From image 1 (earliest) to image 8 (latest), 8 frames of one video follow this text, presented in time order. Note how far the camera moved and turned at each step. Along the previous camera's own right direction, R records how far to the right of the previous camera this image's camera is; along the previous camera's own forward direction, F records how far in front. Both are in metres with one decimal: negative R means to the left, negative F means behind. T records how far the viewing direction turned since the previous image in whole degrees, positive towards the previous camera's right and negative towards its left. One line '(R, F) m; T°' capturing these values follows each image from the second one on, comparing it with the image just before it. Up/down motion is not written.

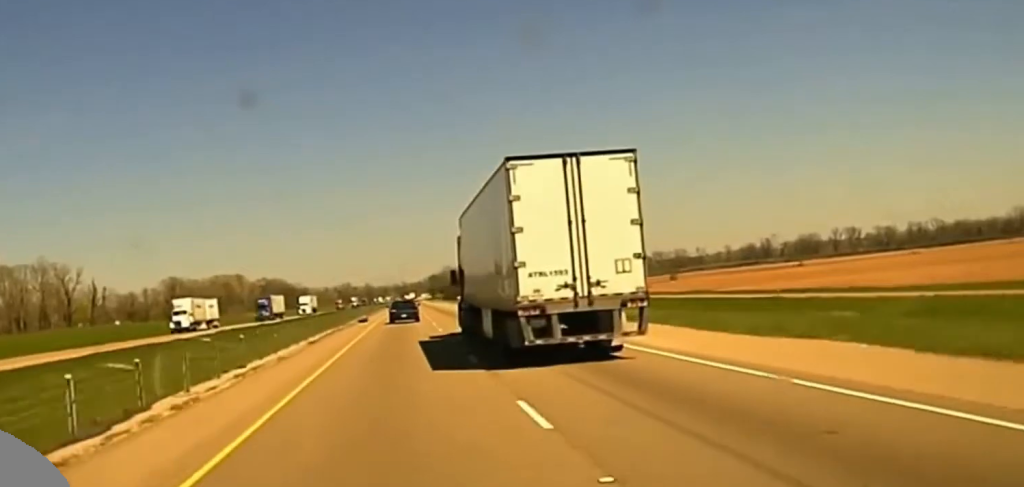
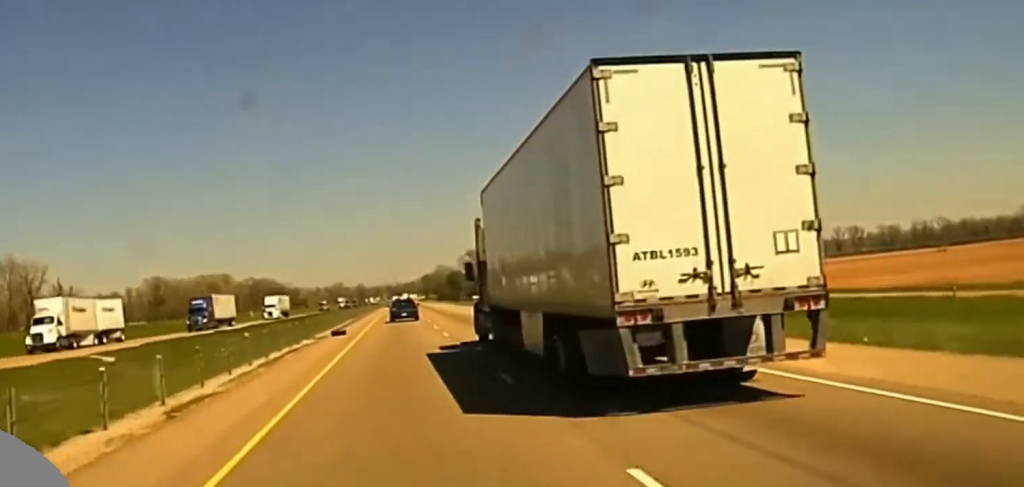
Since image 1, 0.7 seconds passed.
(+0.1, +32.6) m; +1°
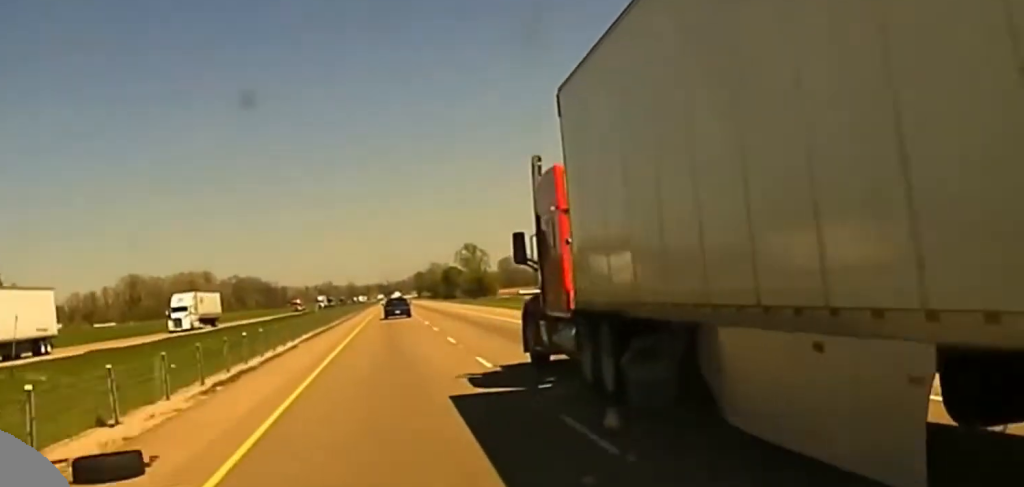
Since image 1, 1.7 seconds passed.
(+0.4, +43.1) m; 0°
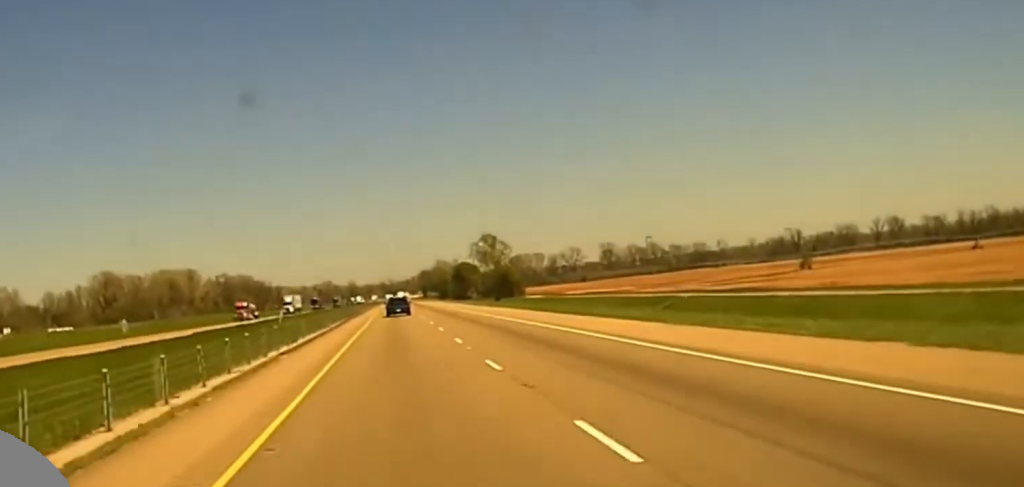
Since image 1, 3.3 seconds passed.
(-0.2, +81.2) m; 0°
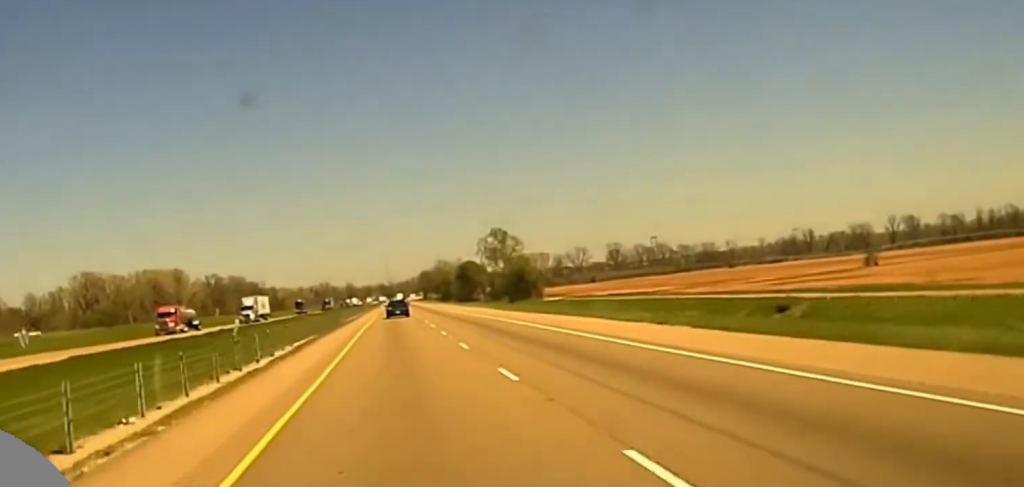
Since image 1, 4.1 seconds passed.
(+0.1, +38.3) m; 0°
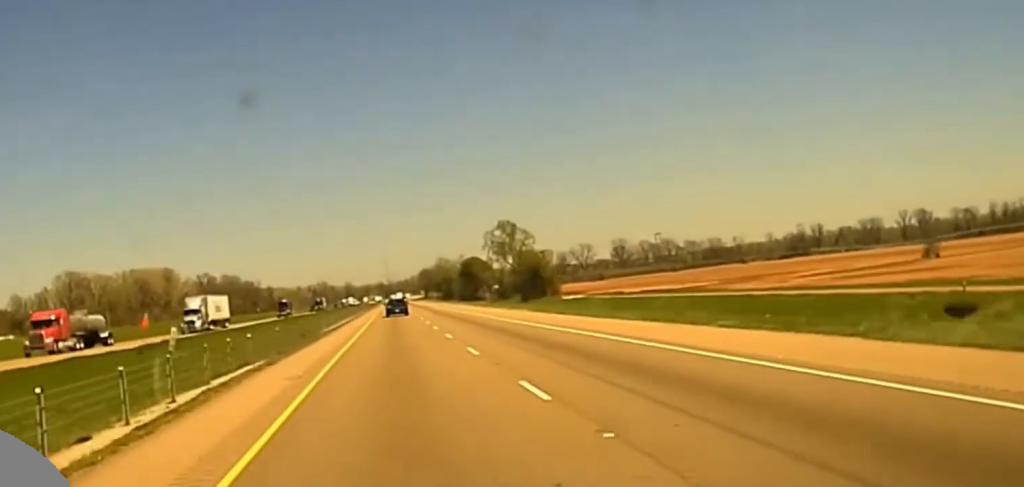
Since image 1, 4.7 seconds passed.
(0.0, +24.9) m; 0°
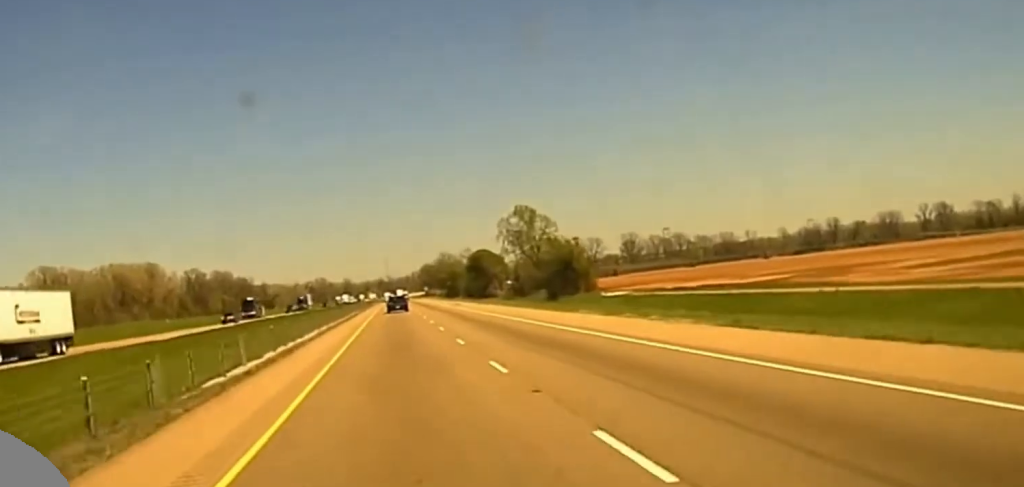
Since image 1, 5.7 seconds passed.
(+0.1, +42.9) m; 0°
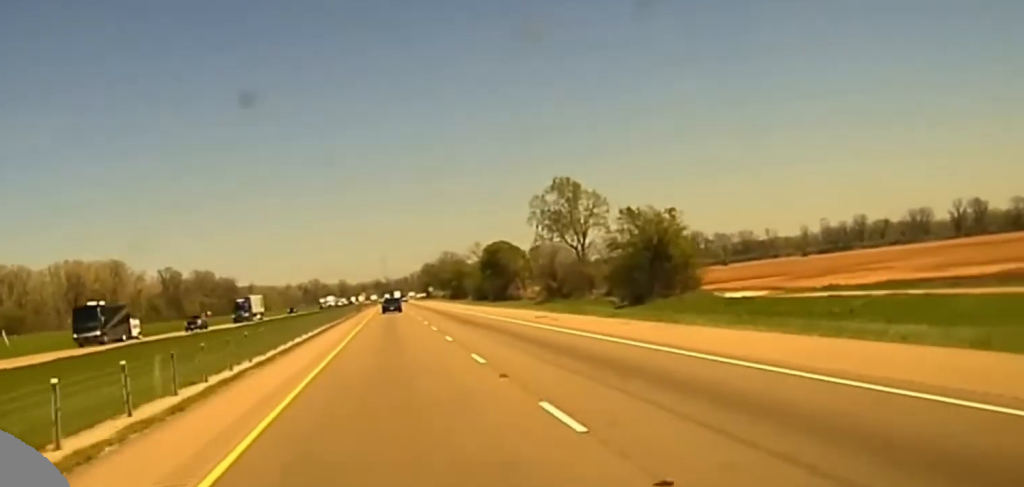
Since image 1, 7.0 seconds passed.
(0.0, +64.0) m; 0°
